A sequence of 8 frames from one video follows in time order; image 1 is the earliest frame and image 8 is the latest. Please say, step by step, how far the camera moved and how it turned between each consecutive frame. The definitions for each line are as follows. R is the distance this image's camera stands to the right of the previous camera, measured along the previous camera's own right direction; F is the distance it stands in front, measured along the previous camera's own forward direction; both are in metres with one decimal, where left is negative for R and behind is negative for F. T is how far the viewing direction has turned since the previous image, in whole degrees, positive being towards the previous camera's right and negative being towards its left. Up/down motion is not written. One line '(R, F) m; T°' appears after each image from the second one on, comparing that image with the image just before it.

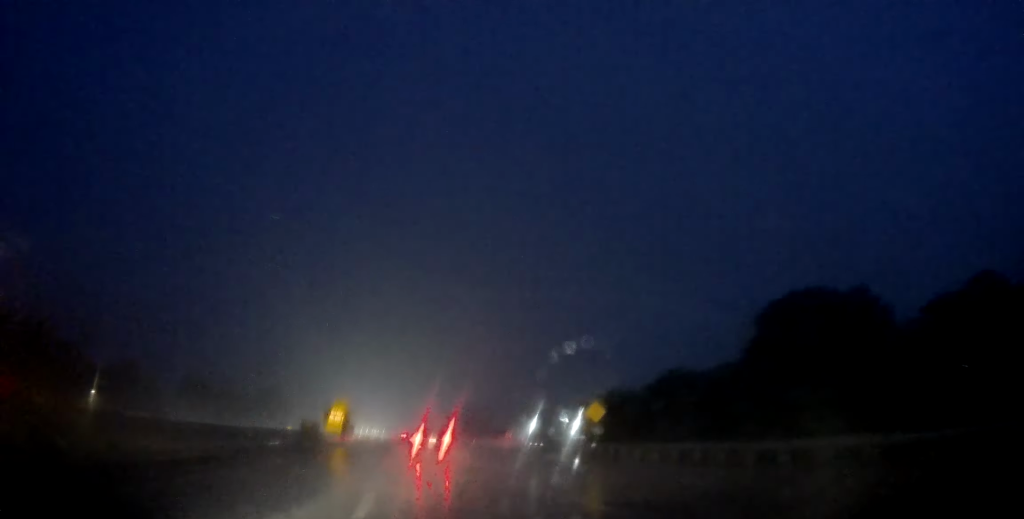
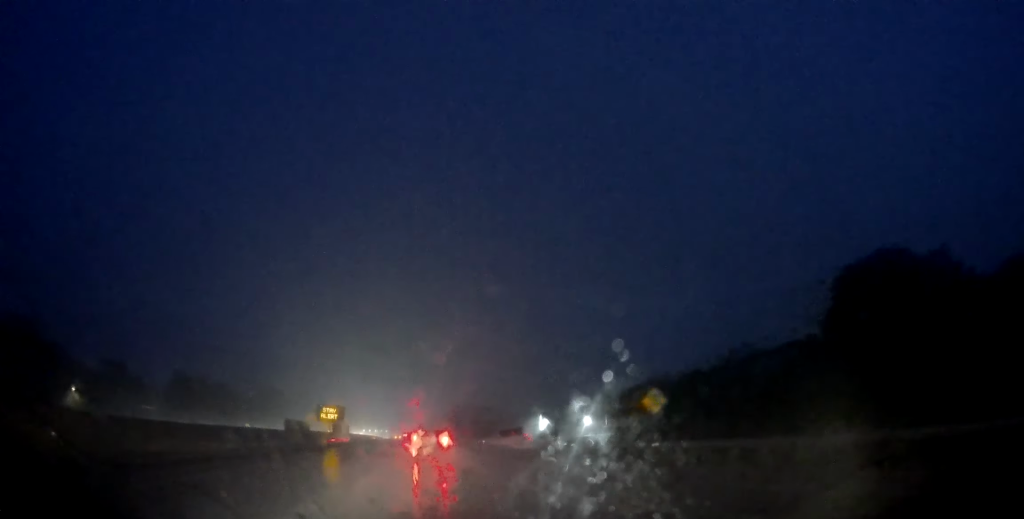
(+0.1, +9.4) m; 0°
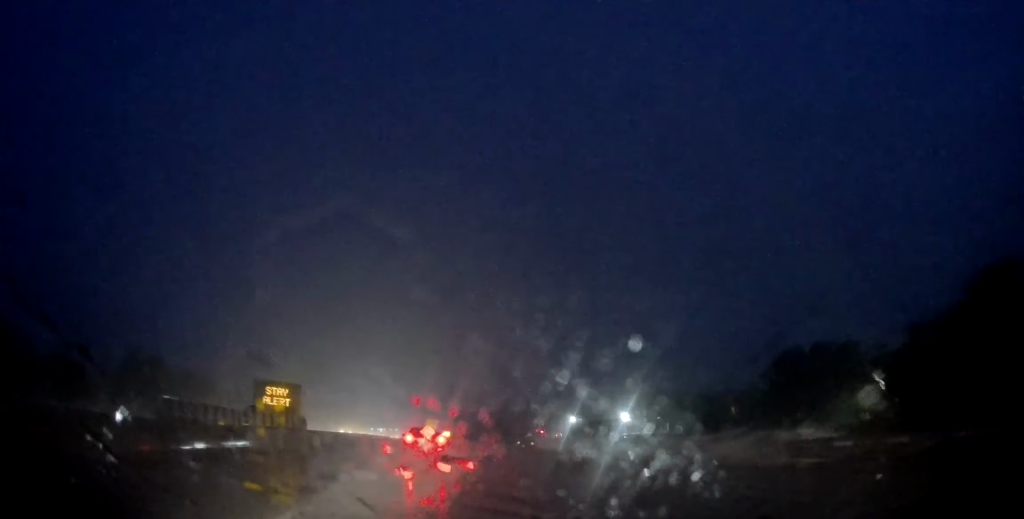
(0.0, +31.0) m; +1°
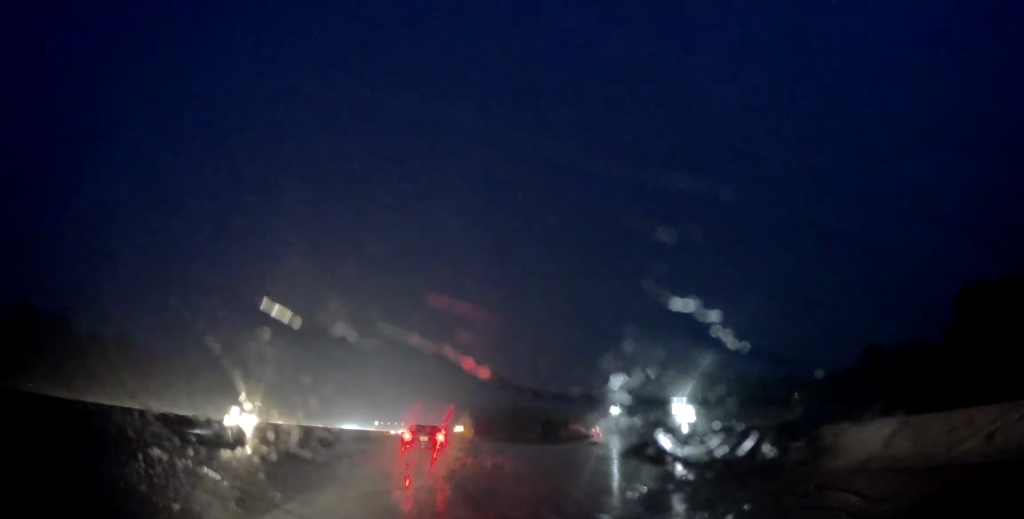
(-0.1, +38.4) m; -2°
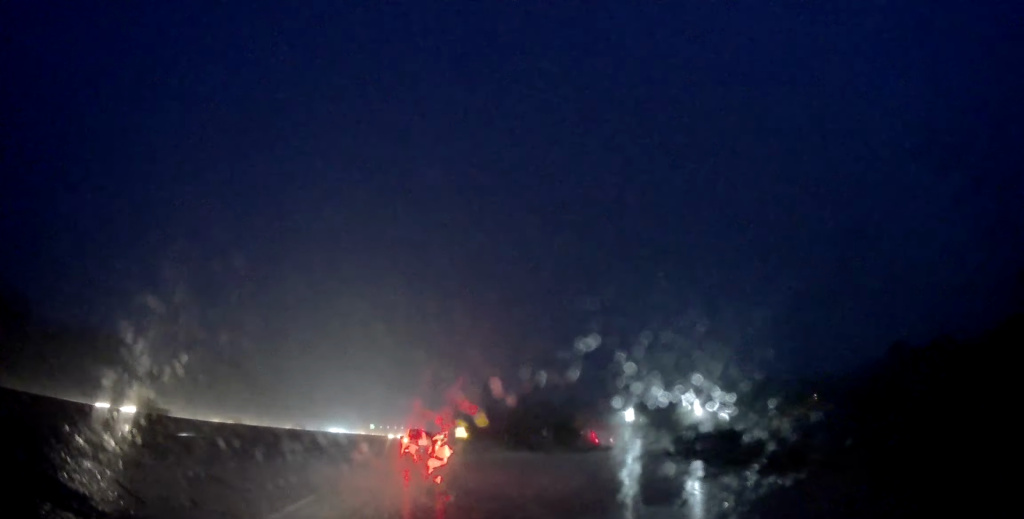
(-0.1, +10.7) m; -1°
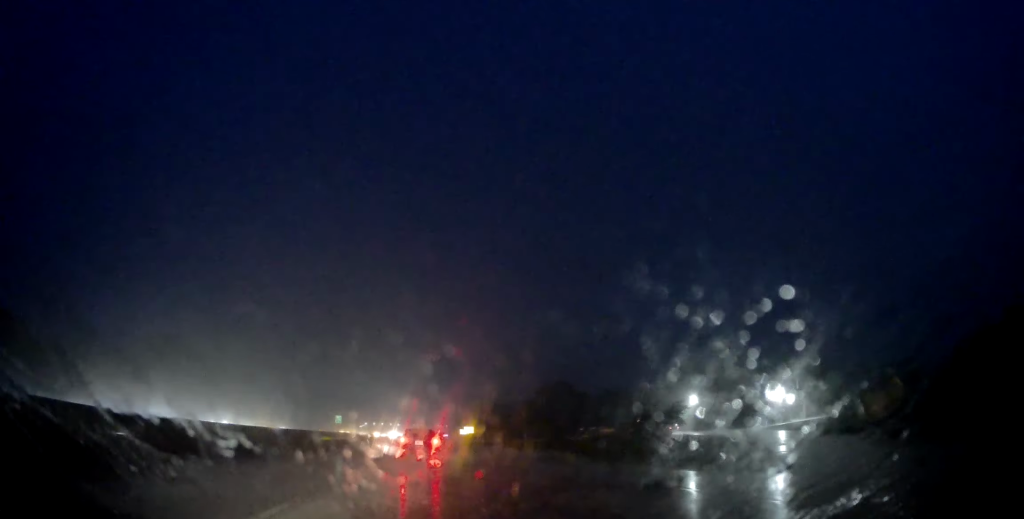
(+0.1, +37.8) m; +1°
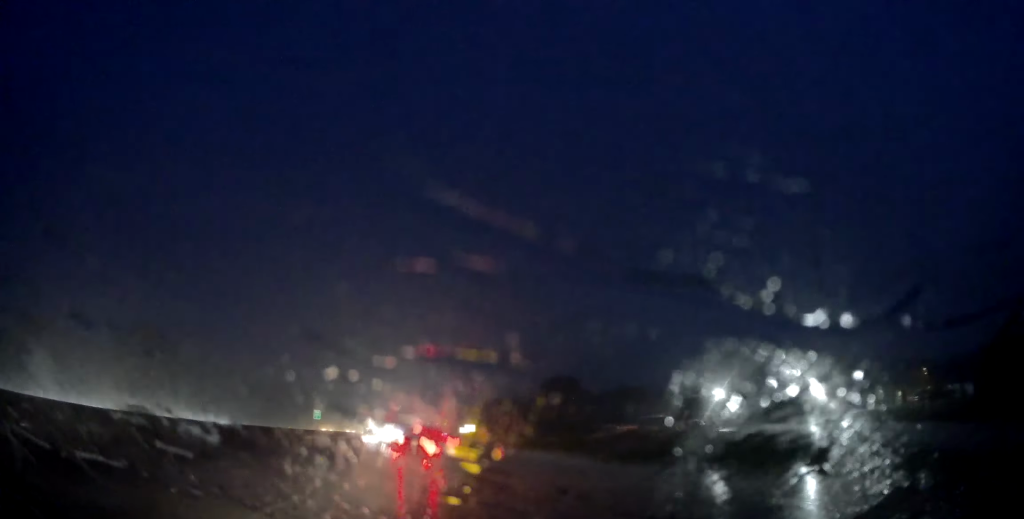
(+0.1, +11.2) m; -1°
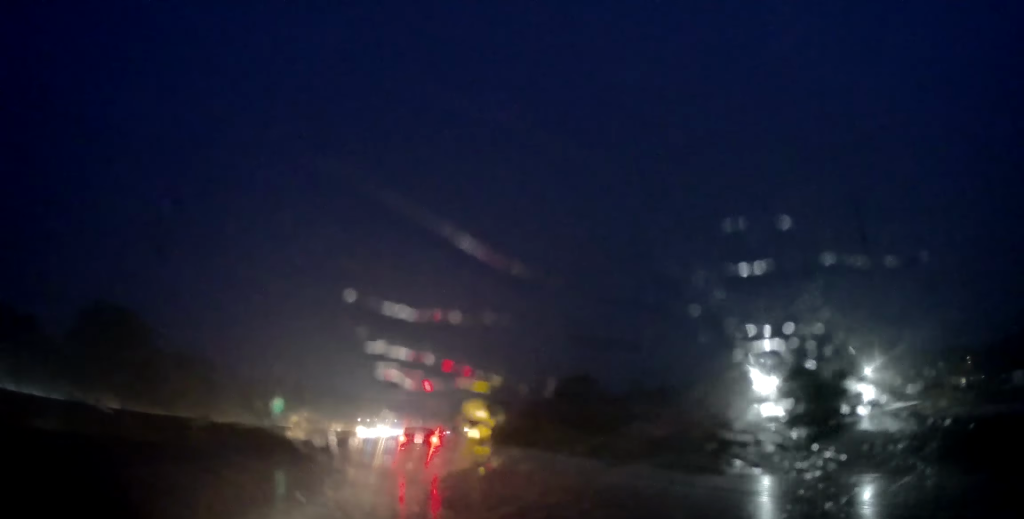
(0.0, +14.3) m; -1°
